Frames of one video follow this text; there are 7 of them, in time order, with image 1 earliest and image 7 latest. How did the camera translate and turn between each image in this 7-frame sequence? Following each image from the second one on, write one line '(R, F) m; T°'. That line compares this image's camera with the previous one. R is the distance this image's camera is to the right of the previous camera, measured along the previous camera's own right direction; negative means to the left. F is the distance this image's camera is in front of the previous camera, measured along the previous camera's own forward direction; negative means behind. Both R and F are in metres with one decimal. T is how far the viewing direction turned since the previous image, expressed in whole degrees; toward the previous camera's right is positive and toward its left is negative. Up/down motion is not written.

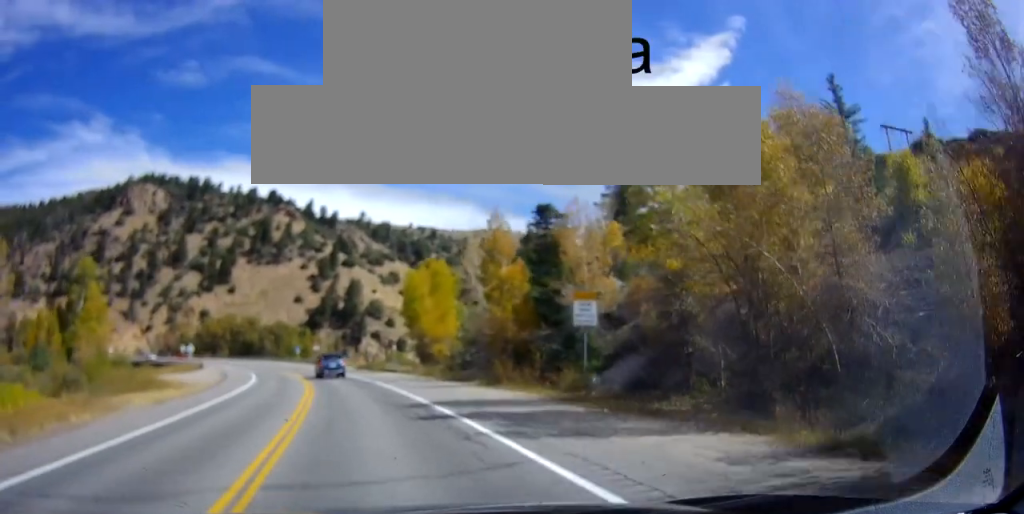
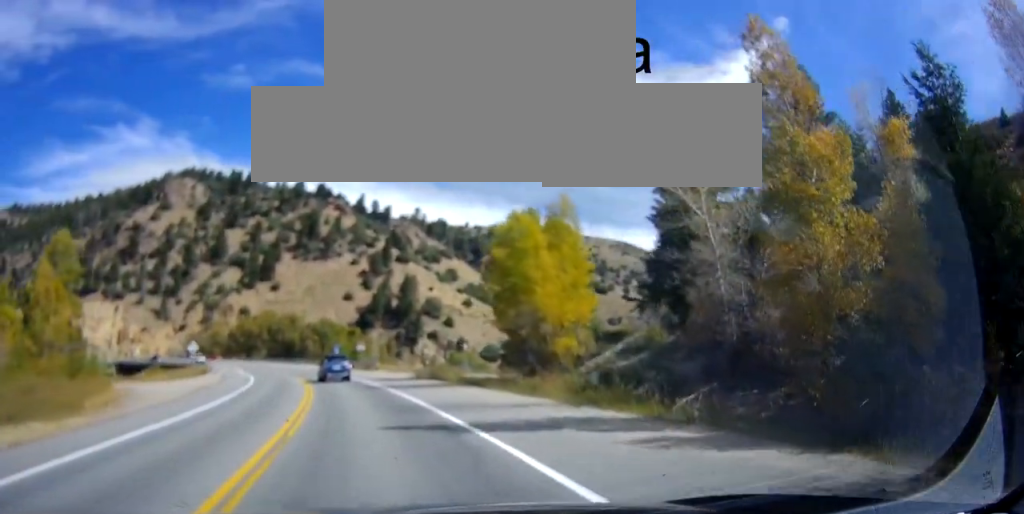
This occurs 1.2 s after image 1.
(-1.7, +21.2) m; -5°
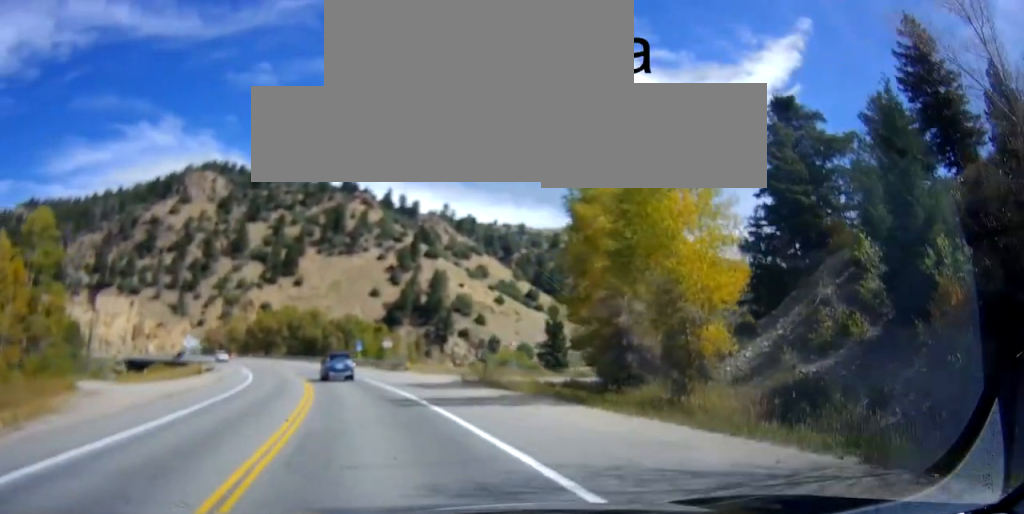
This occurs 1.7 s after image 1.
(+0.1, +10.3) m; -1°
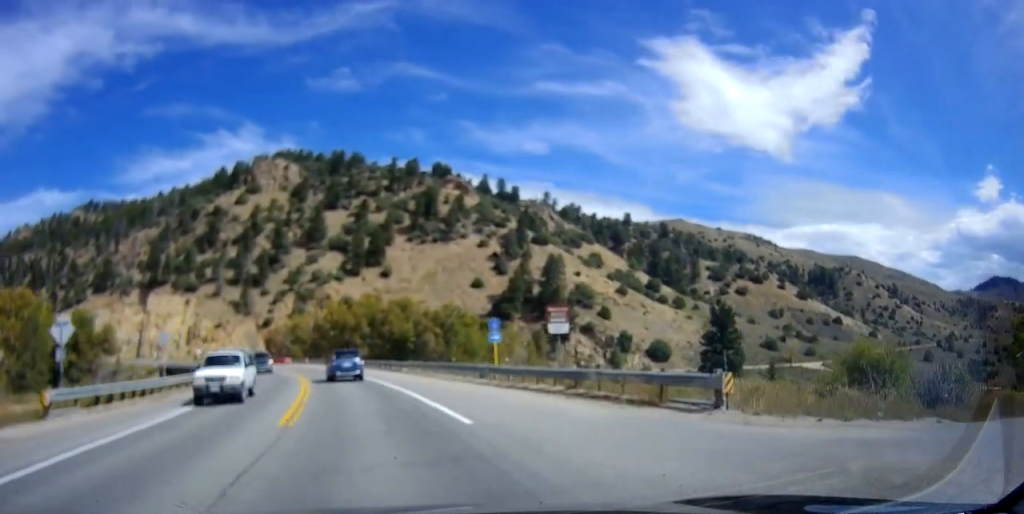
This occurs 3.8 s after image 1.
(-2.8, +37.3) m; -10°
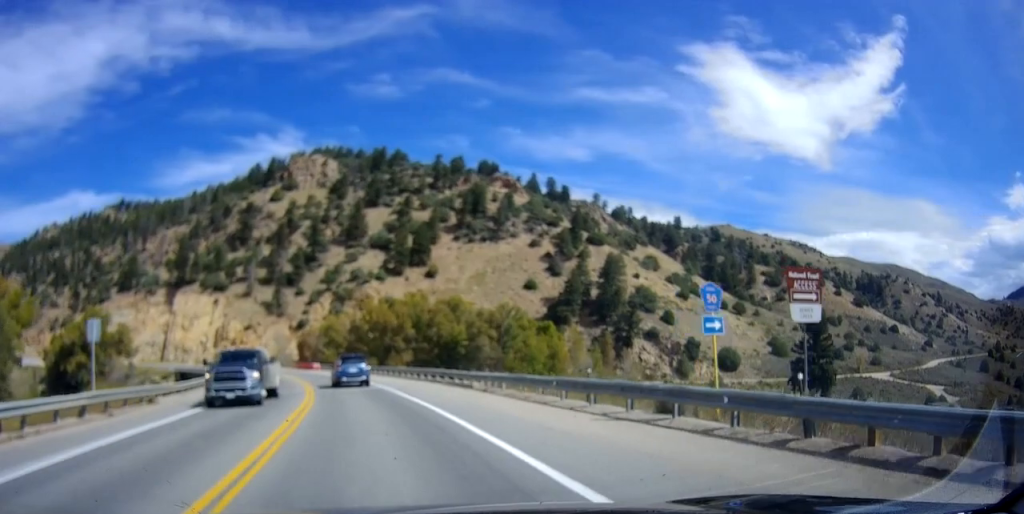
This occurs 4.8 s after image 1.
(-0.6, +15.7) m; -3°
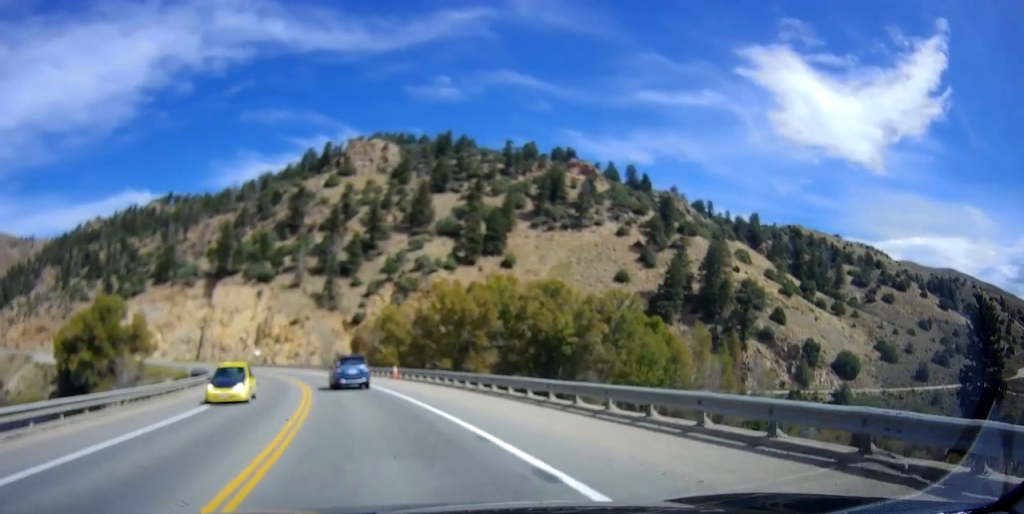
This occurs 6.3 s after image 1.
(-0.7, +25.5) m; -8°
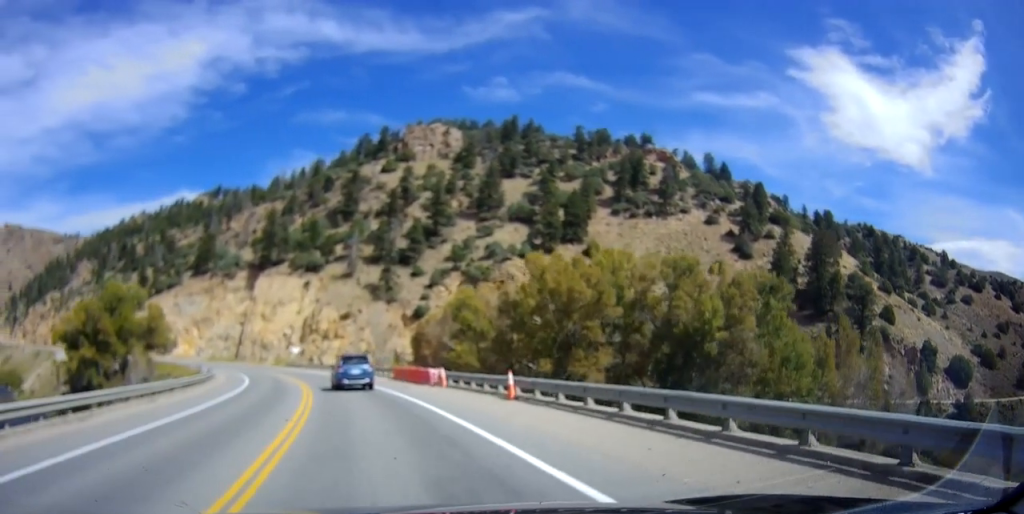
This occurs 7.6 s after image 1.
(-1.9, +21.0) m; -6°
